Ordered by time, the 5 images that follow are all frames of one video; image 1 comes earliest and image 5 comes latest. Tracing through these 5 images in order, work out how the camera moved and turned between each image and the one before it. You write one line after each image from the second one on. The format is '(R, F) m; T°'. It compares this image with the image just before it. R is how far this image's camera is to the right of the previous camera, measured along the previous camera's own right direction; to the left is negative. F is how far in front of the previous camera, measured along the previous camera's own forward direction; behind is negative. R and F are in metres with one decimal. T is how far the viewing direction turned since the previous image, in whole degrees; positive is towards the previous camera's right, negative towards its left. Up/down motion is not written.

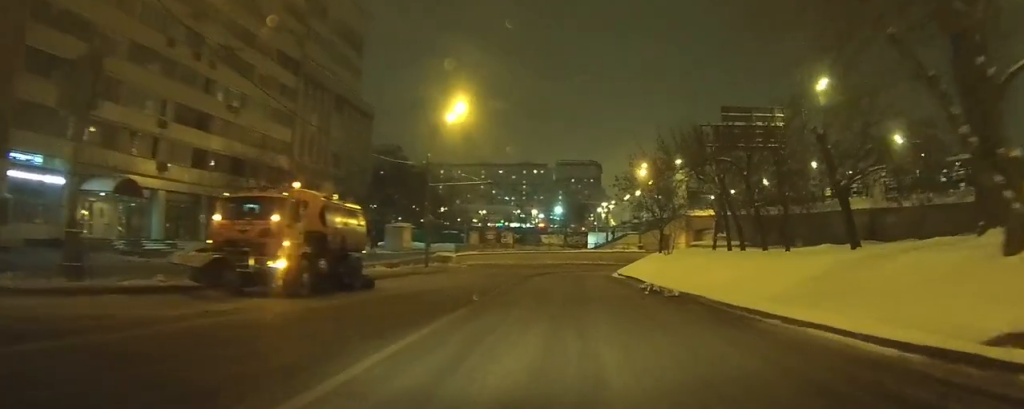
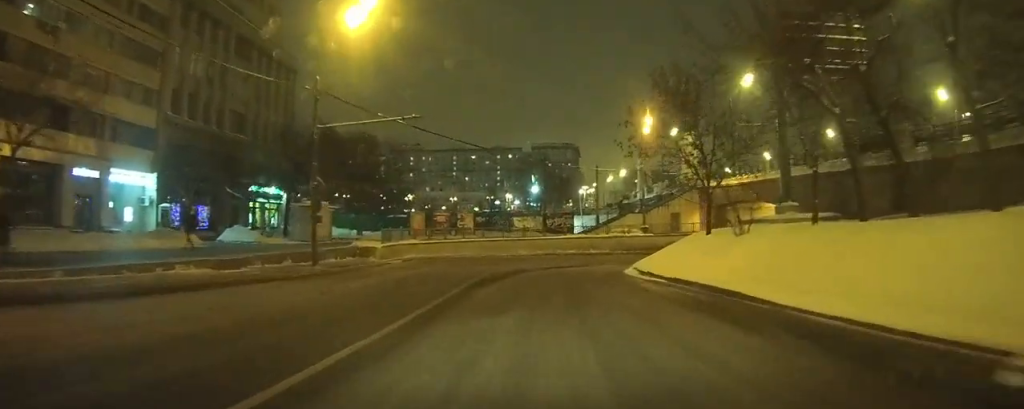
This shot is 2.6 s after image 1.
(+1.5, +18.0) m; +6°
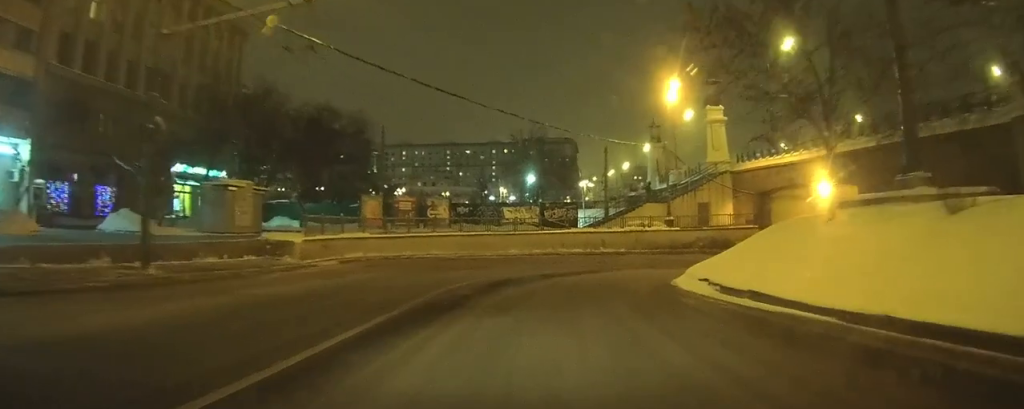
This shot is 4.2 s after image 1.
(-0.4, +12.2) m; 0°
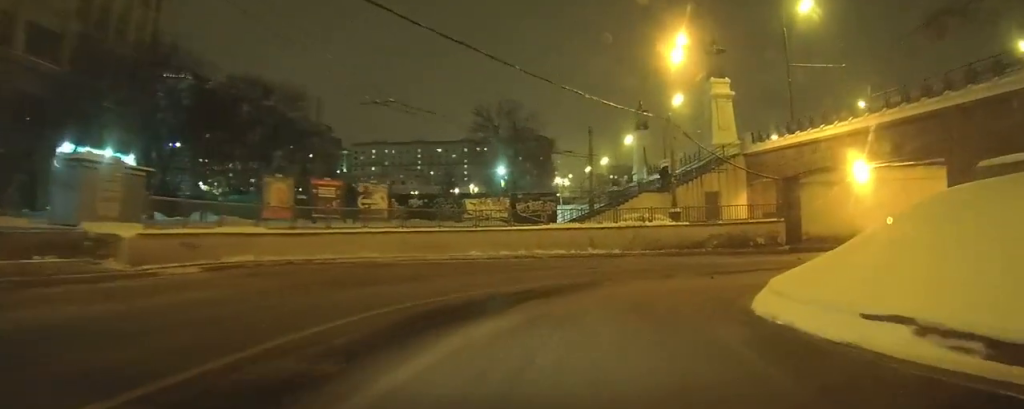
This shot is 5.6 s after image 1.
(+0.4, +10.4) m; +6°
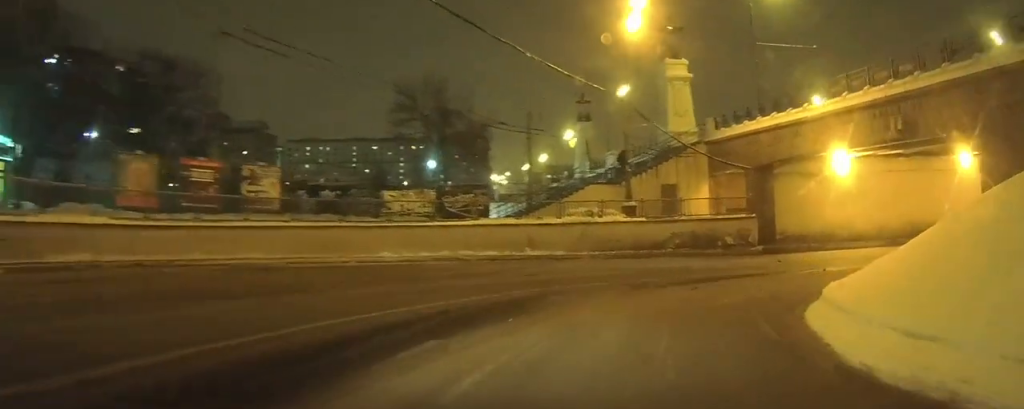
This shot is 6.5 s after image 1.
(+0.2, +6.3) m; +5°
